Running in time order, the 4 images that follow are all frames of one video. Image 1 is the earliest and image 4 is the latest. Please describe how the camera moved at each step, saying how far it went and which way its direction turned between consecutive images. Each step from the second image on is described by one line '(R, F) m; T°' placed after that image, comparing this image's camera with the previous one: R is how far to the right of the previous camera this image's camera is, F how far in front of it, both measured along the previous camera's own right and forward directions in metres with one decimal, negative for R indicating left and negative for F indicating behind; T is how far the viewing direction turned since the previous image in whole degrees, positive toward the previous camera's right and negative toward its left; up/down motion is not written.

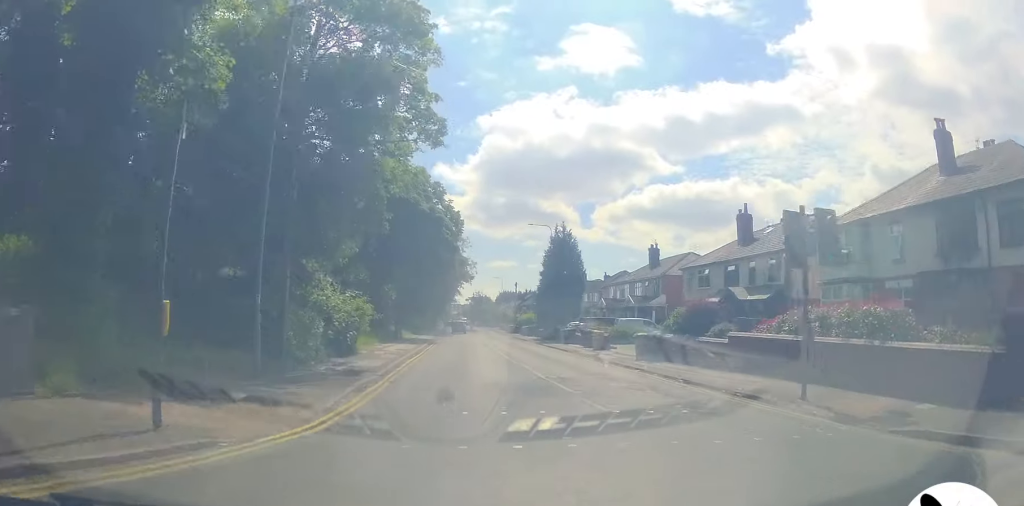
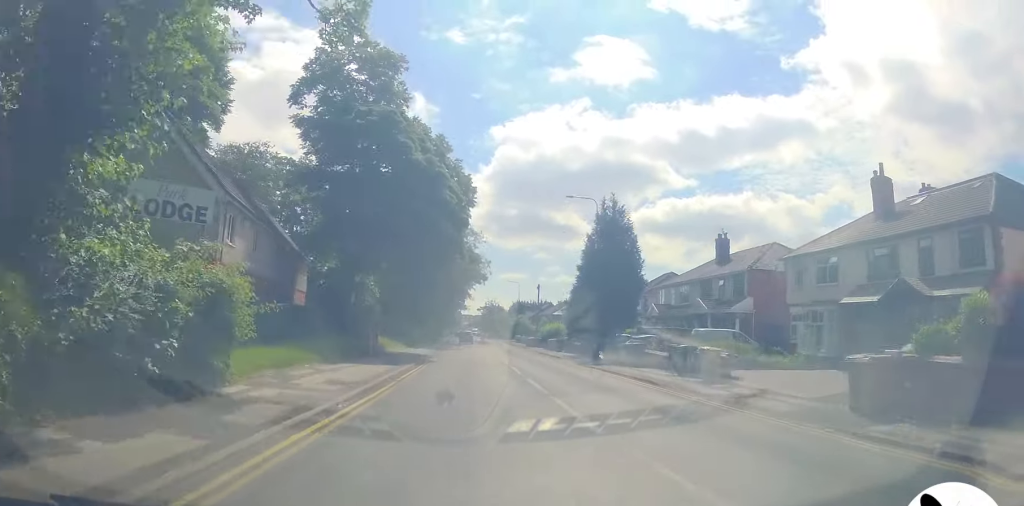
(+0.5, +15.0) m; 0°
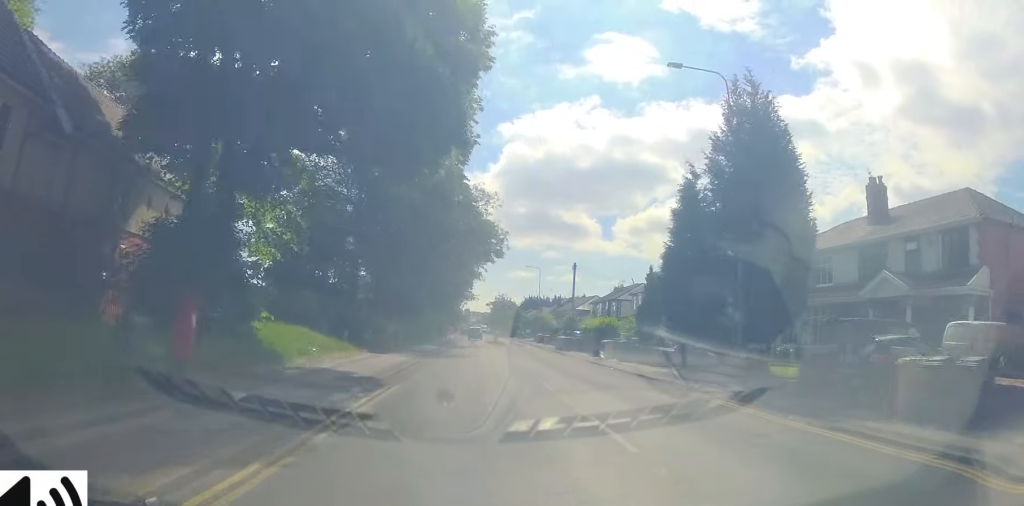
(-0.3, +19.8) m; -1°
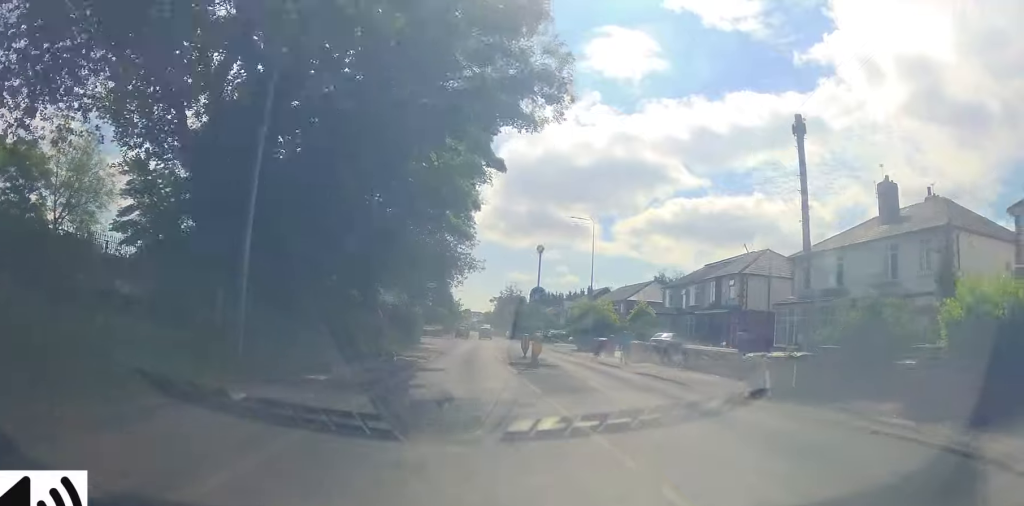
(+0.7, +36.6) m; 0°
